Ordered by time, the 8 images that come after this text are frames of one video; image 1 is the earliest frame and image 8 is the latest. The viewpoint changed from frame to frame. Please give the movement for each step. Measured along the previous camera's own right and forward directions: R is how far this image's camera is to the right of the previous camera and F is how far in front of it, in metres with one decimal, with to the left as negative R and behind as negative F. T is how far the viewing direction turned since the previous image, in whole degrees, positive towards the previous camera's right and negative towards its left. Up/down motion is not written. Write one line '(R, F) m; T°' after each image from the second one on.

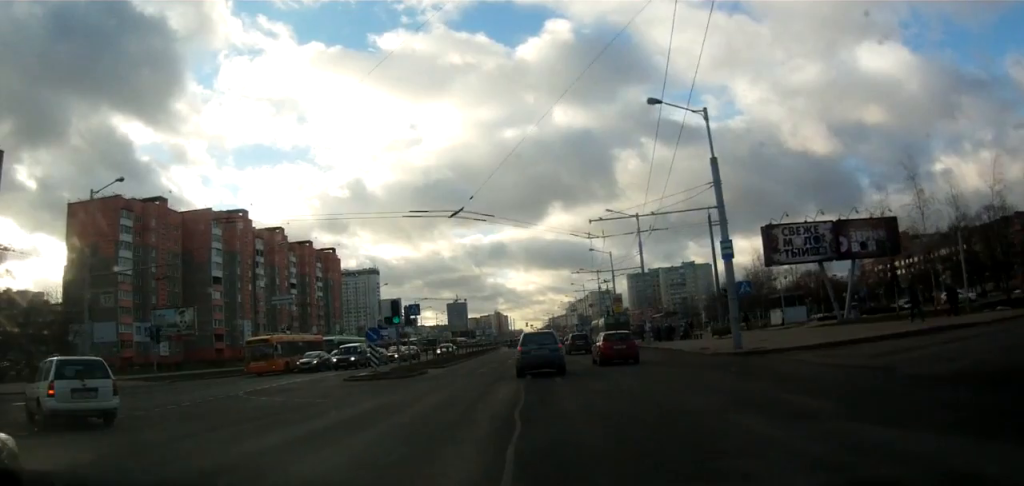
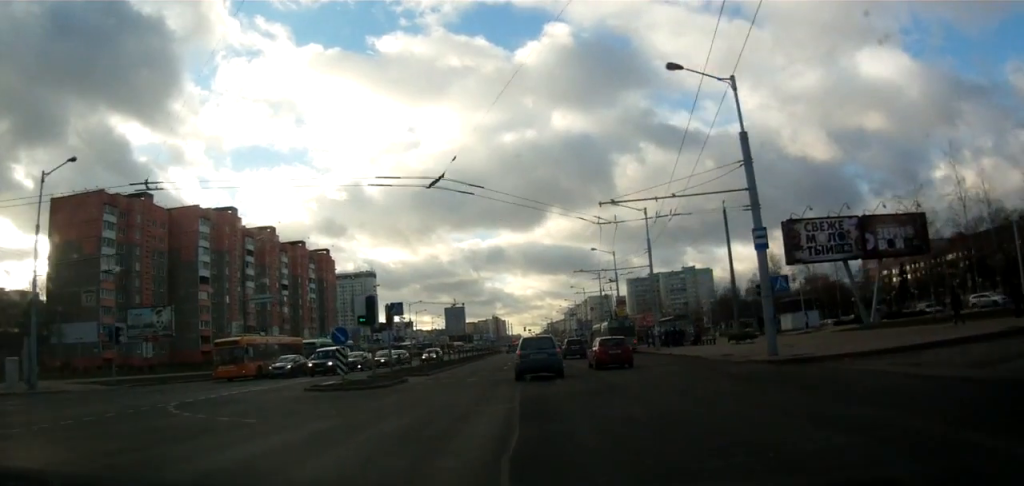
(0.0, +4.4) m; +1°
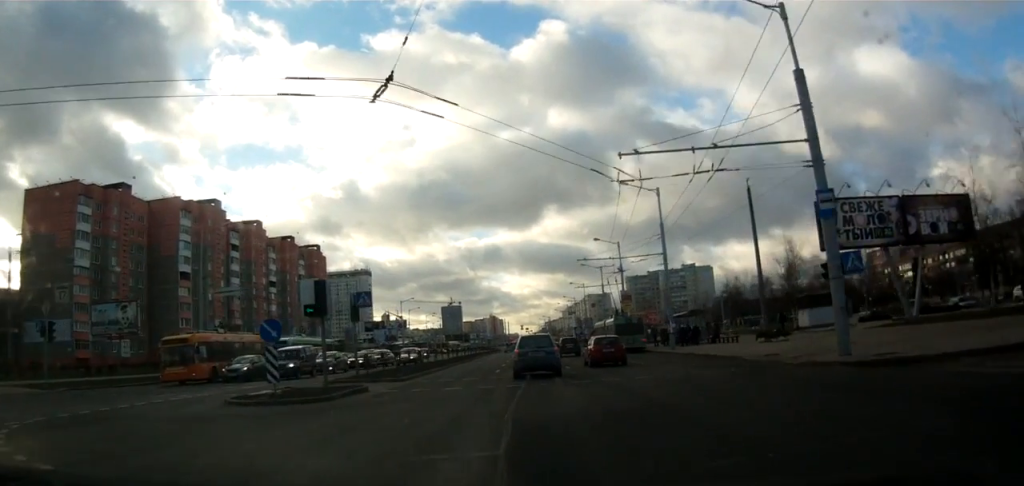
(+0.1, +5.8) m; 0°
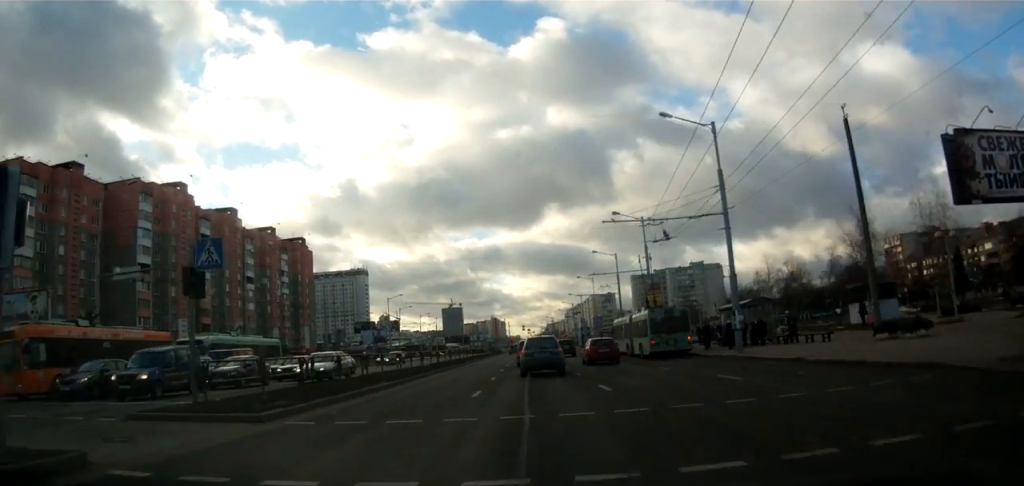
(0.0, +14.2) m; 0°
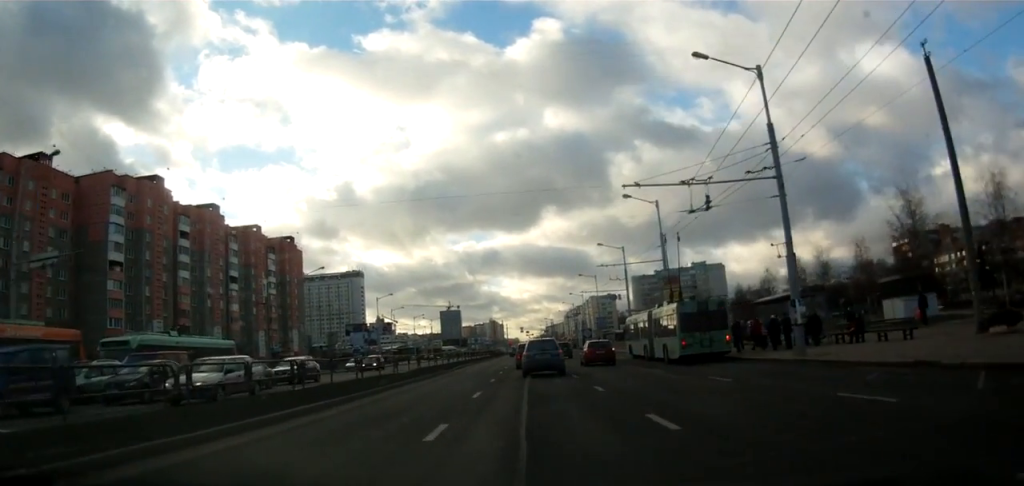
(+0.1, +7.4) m; 0°
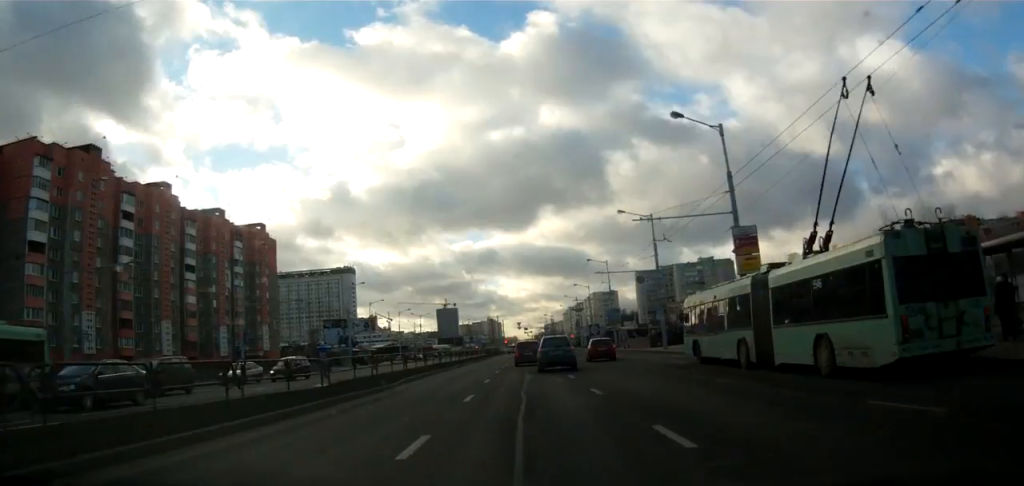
(-0.6, +17.6) m; -2°
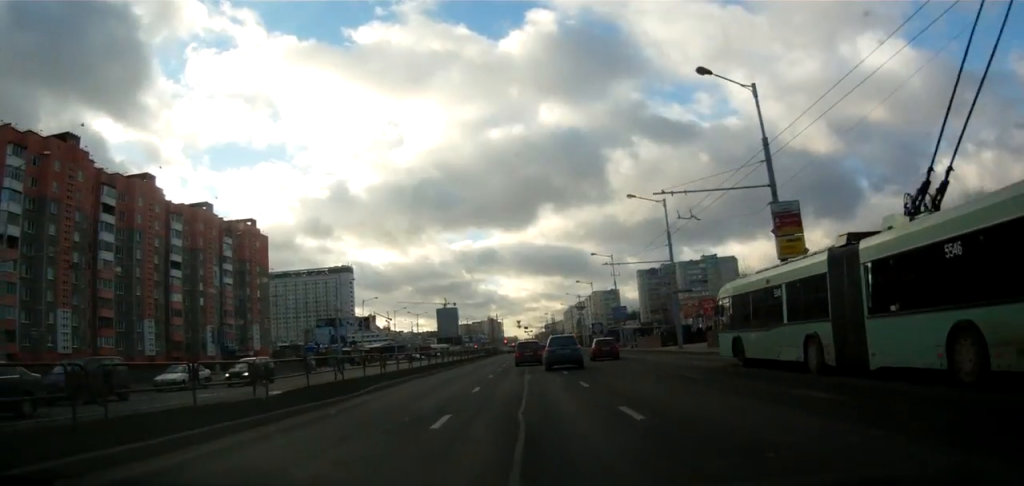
(-0.2, +4.8) m; 0°
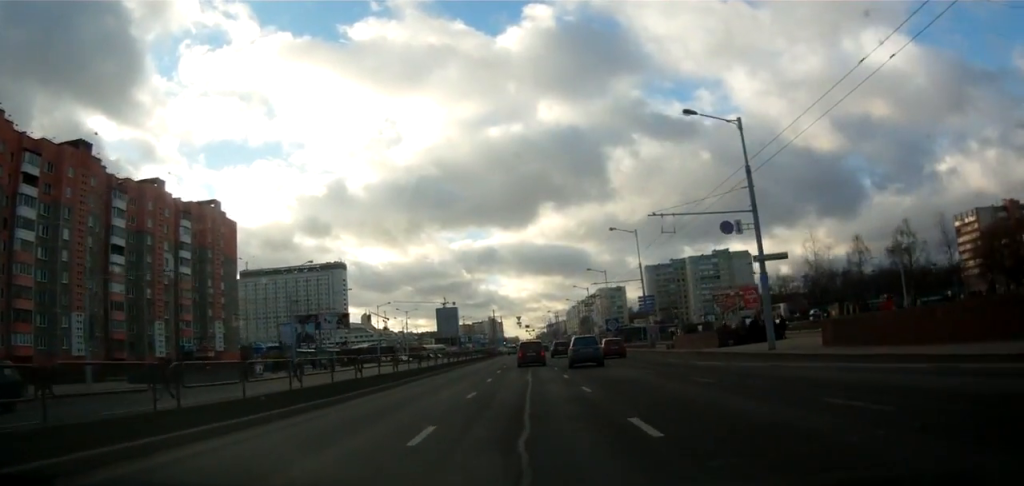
(+0.8, +17.9) m; +3°
